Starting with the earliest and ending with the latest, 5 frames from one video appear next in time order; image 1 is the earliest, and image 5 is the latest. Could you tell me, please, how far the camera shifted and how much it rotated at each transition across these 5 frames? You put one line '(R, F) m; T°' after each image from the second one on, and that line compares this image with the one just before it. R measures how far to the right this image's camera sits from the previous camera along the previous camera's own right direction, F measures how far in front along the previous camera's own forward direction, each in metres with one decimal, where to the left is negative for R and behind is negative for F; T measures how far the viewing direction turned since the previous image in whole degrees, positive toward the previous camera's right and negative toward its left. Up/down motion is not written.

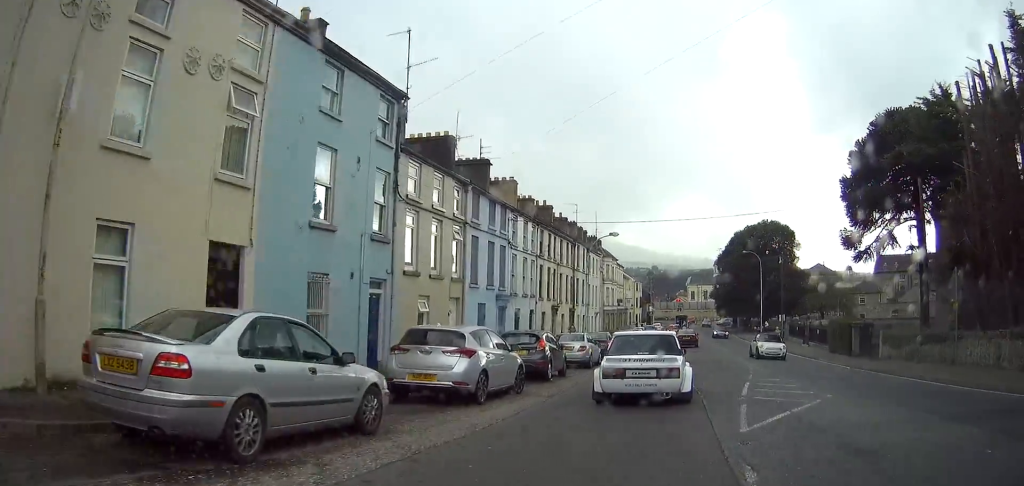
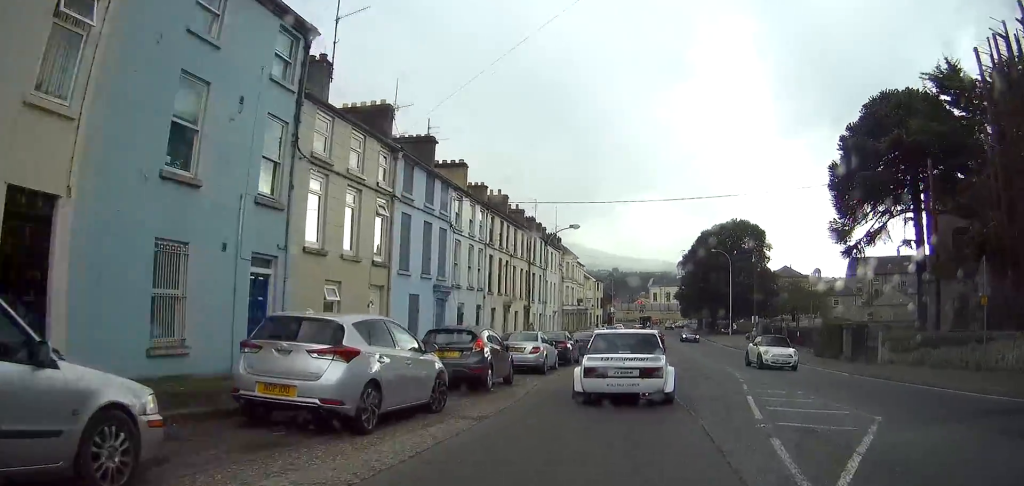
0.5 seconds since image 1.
(+0.2, +4.3) m; +1°
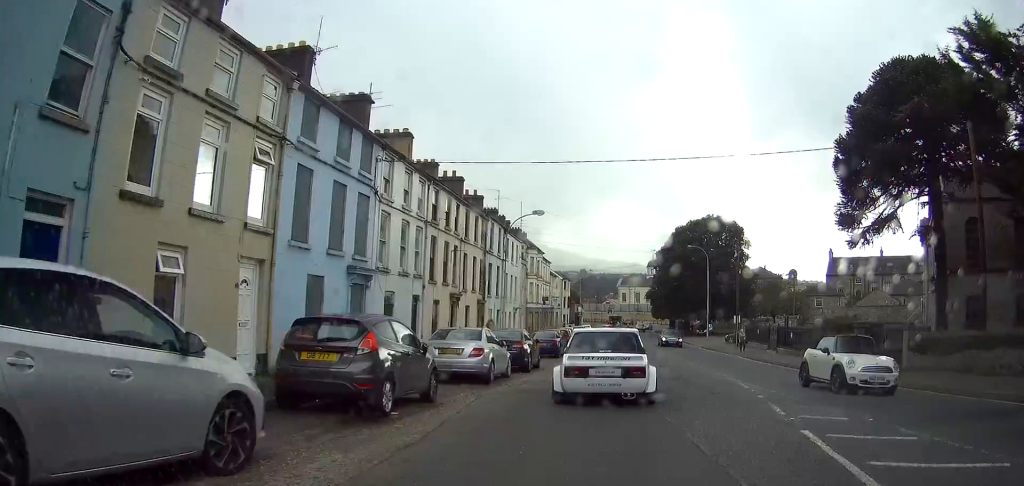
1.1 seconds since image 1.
(+0.1, +5.5) m; +1°
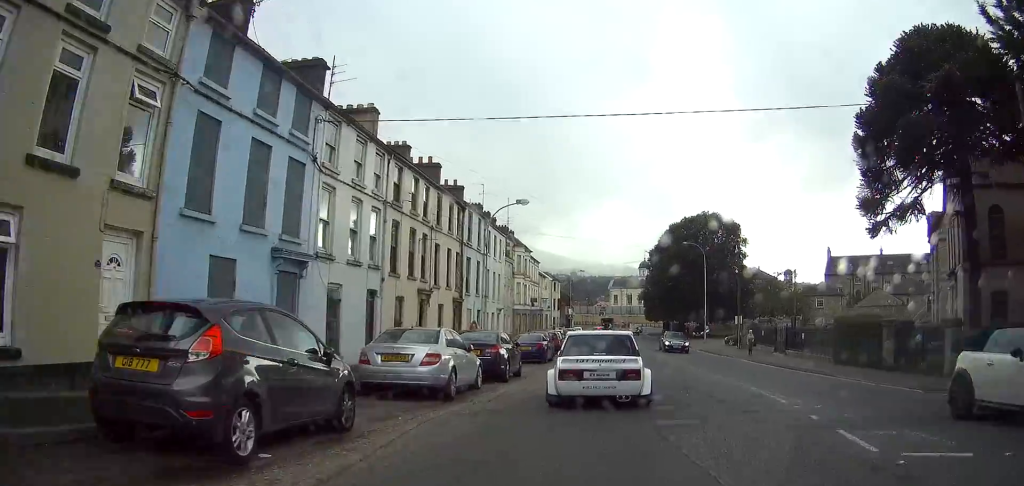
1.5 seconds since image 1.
(-0.1, +3.9) m; +1°
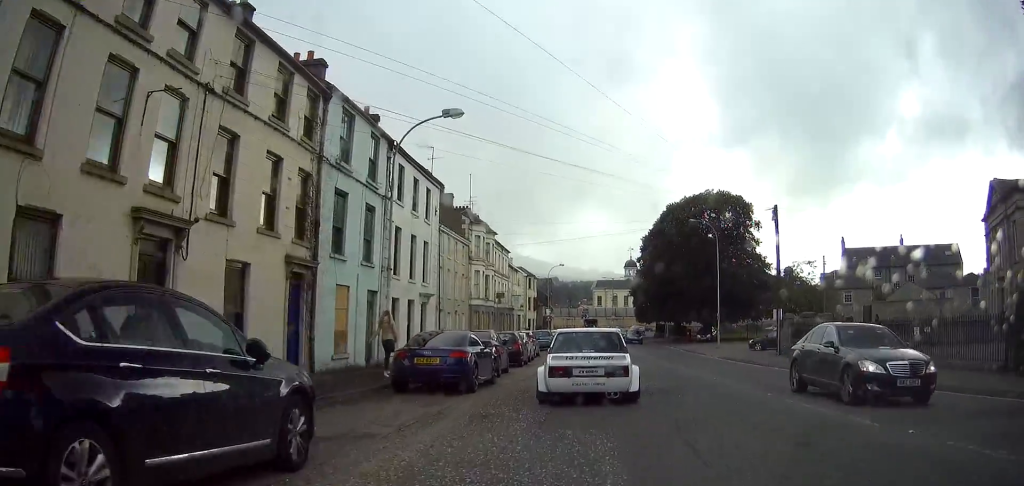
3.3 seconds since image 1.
(+0.7, +15.3) m; +5°
